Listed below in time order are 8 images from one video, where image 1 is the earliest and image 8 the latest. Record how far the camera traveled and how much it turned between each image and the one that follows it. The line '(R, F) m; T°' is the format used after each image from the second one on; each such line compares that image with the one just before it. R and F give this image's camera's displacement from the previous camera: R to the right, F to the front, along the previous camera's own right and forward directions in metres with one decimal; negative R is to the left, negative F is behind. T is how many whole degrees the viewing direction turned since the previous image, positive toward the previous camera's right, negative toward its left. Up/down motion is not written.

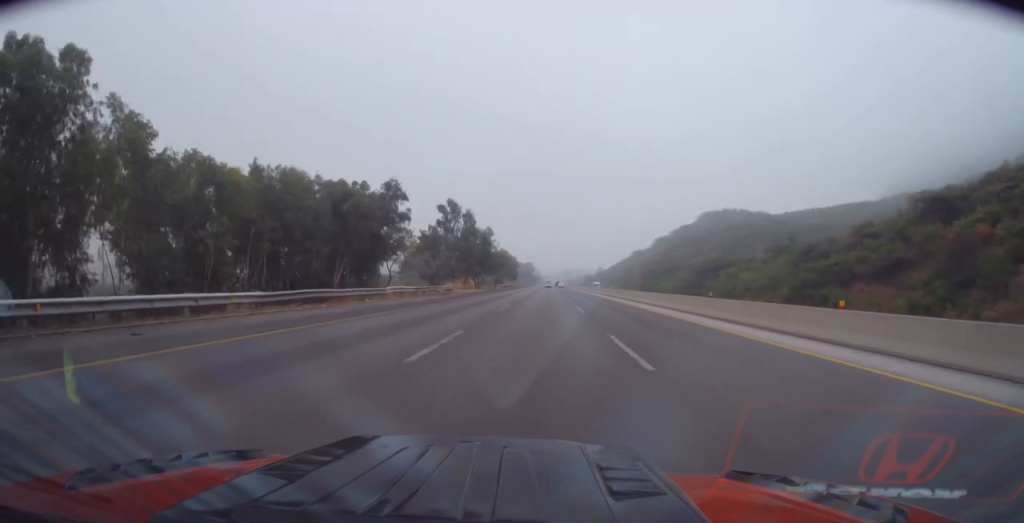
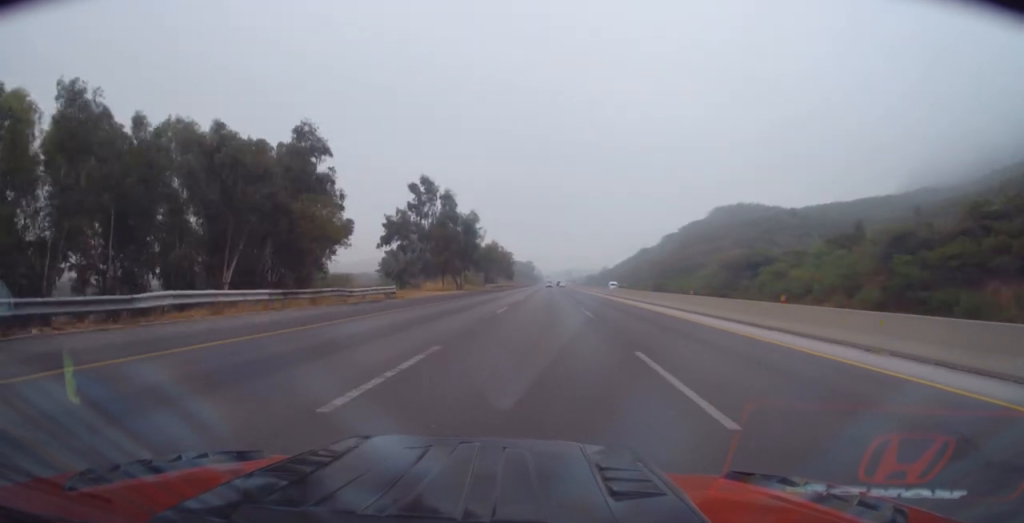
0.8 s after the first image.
(-0.1, +21.8) m; 0°
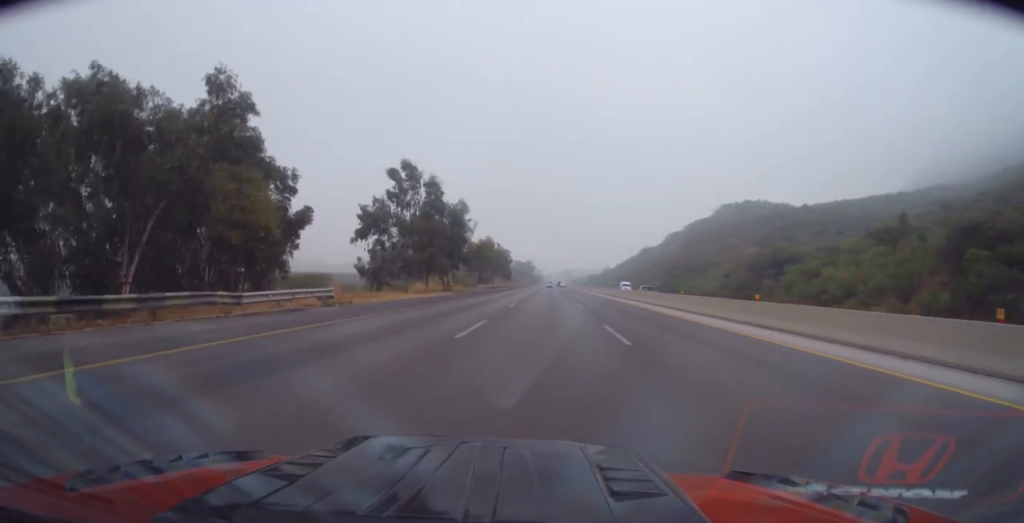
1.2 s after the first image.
(0.0, +10.5) m; 0°
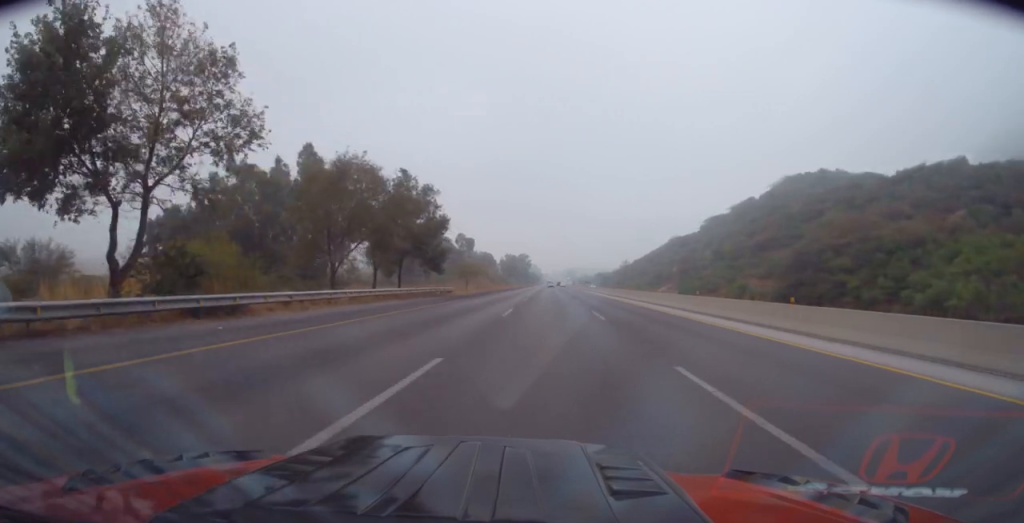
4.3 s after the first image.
(-0.2, +81.2) m; 0°
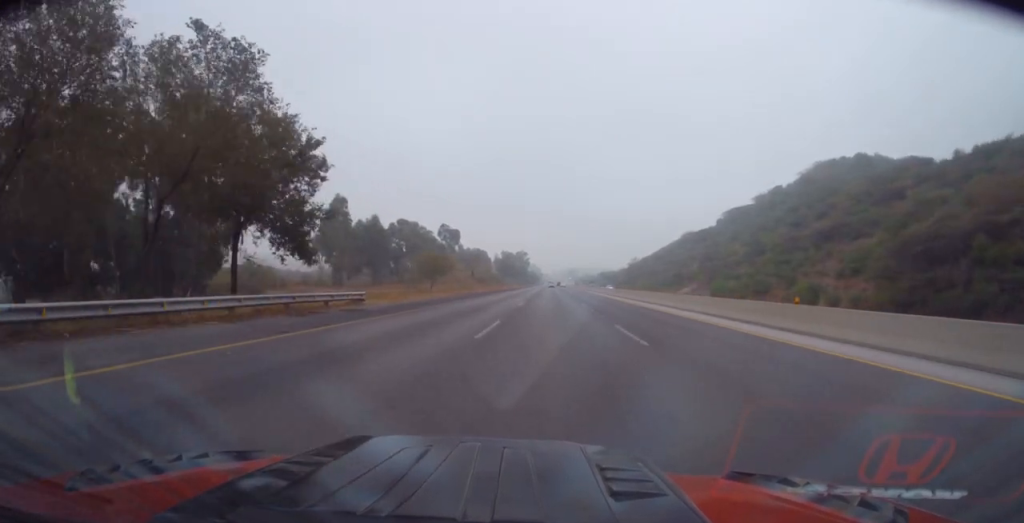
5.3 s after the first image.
(0.0, +26.3) m; 0°
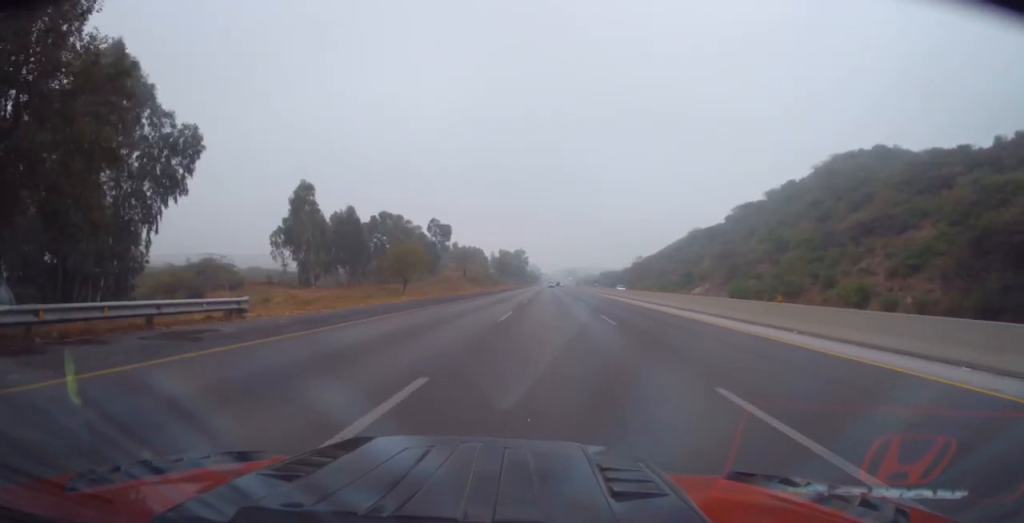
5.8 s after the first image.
(+0.3, +11.5) m; 0°
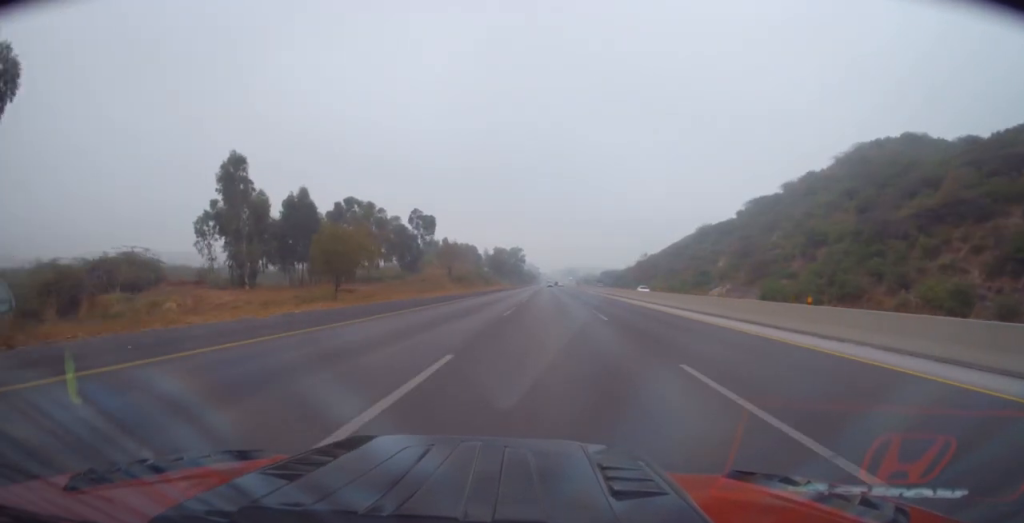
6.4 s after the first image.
(-0.1, +15.9) m; 0°
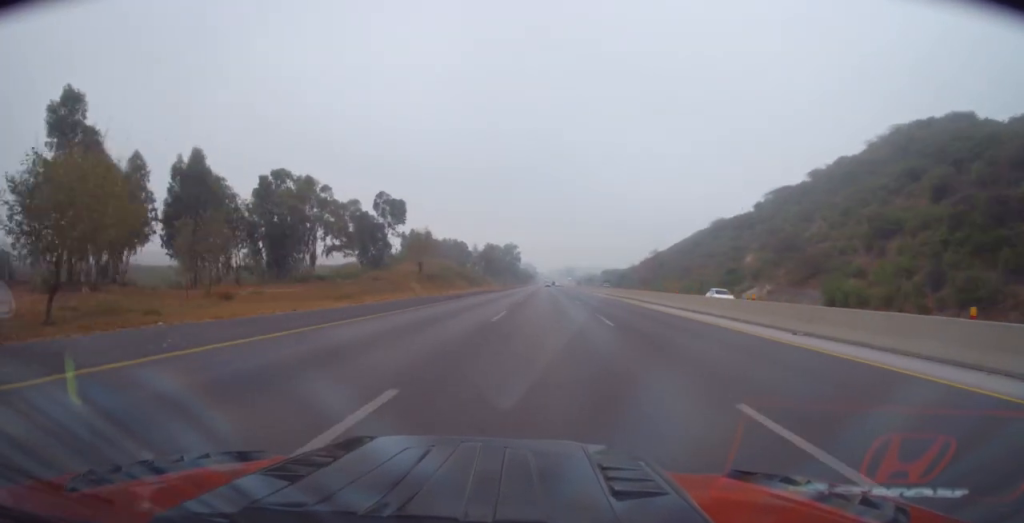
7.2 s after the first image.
(-0.3, +21.1) m; 0°
